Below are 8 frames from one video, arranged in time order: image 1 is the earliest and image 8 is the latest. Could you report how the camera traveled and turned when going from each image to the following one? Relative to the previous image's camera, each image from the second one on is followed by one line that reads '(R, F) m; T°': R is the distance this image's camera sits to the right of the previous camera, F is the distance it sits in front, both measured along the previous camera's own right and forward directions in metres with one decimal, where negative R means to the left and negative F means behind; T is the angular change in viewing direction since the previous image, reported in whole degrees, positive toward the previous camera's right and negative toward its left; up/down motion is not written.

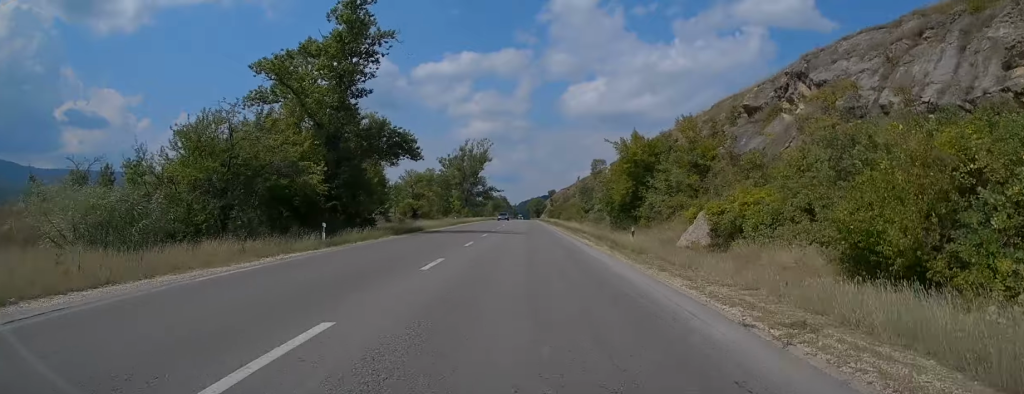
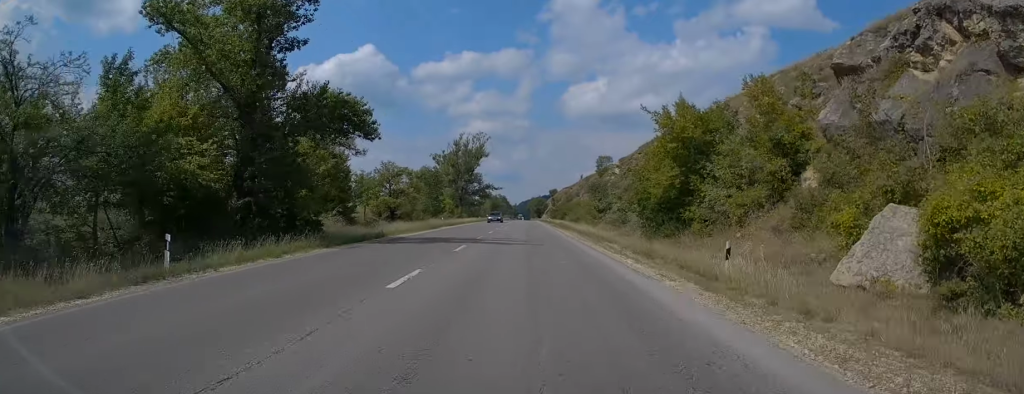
(-0.2, +11.9) m; 0°
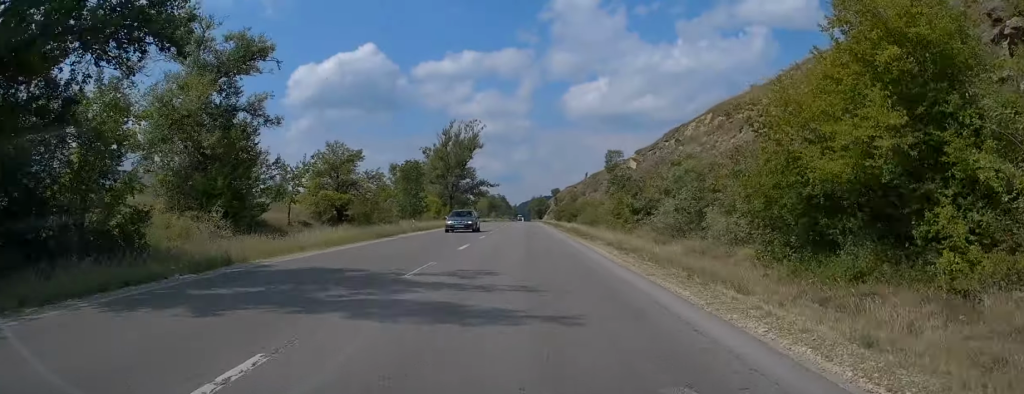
(+0.1, +16.5) m; 0°
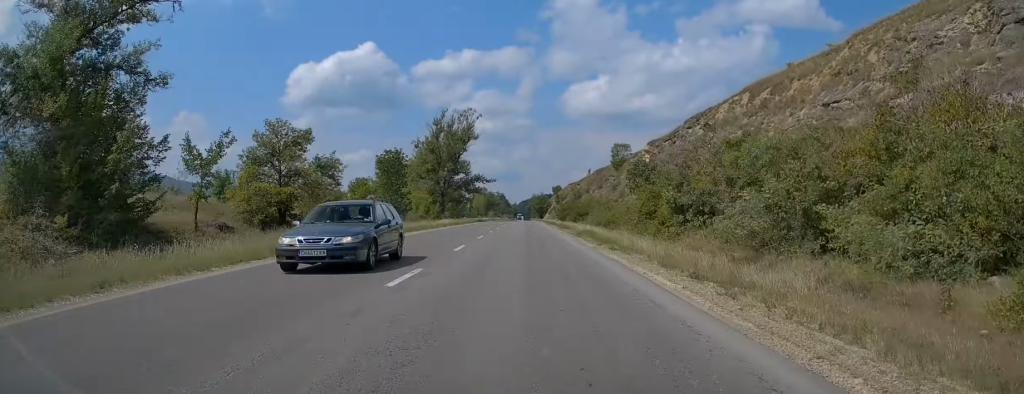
(+0.2, +10.2) m; 0°
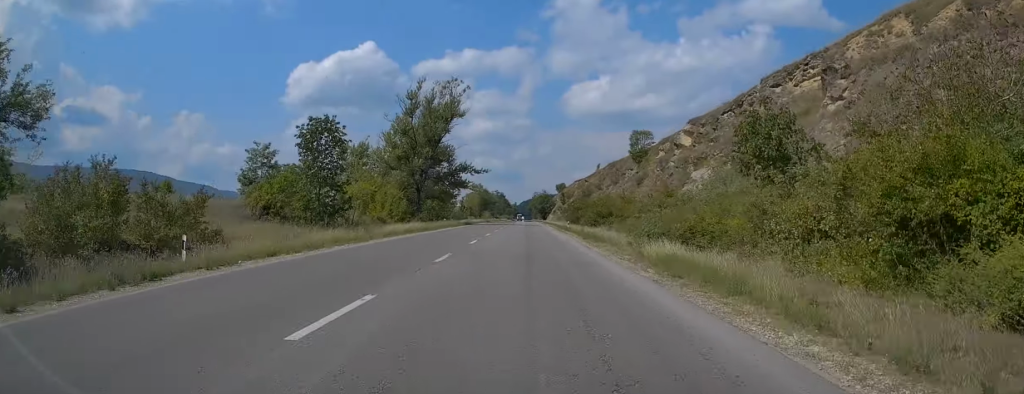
(-0.4, +21.9) m; 0°
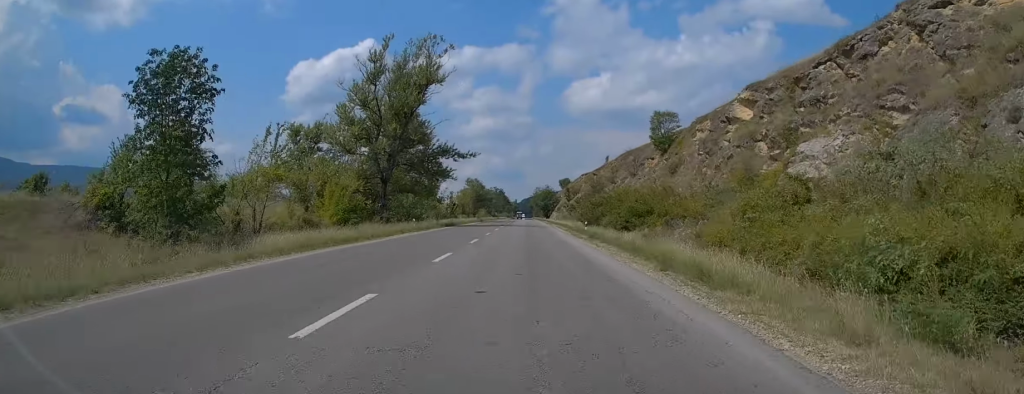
(+0.2, +17.9) m; 0°
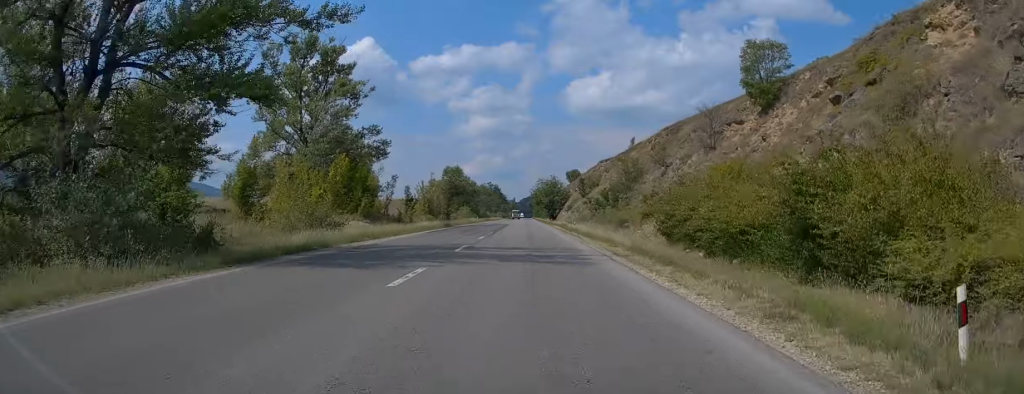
(-0.4, +39.8) m; -1°
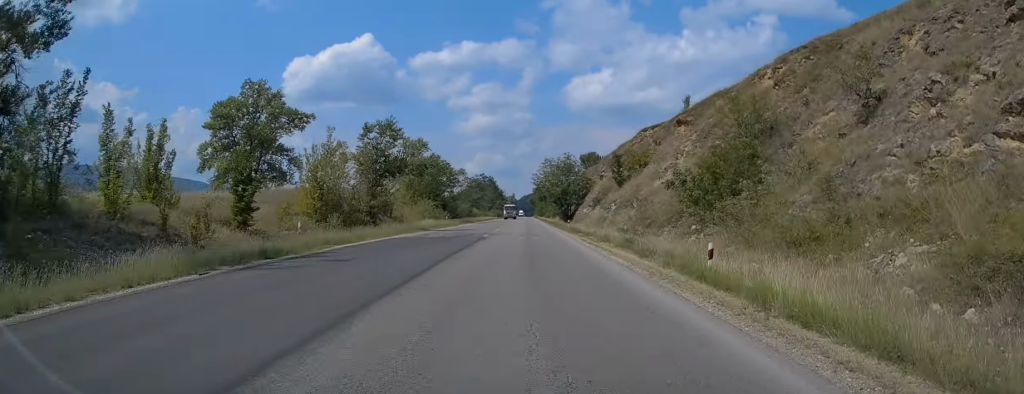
(+0.8, +41.1) m; +1°
